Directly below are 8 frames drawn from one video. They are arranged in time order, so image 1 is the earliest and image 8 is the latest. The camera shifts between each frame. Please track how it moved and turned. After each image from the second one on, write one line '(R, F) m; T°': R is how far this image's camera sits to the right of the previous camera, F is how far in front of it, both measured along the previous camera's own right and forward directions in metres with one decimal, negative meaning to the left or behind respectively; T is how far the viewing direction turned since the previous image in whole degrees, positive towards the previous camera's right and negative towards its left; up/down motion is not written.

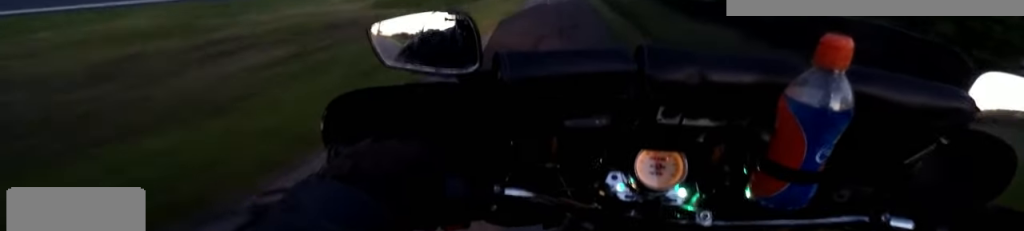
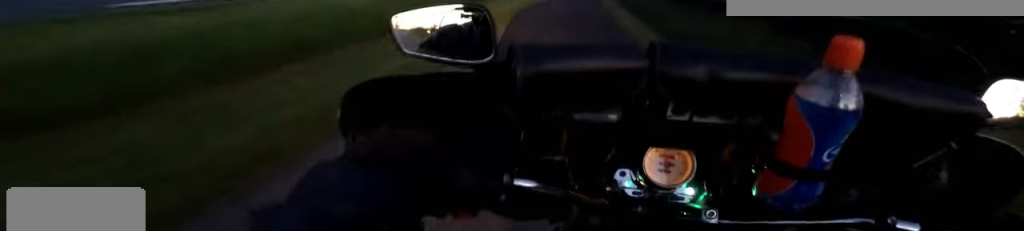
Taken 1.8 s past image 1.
(+1.0, +22.3) m; +1°
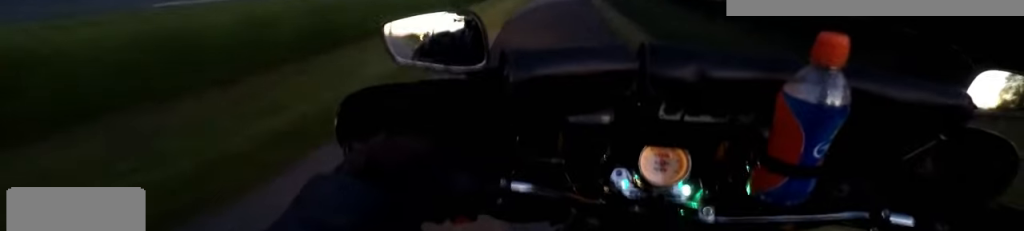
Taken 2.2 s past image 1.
(-0.3, +5.4) m; -2°
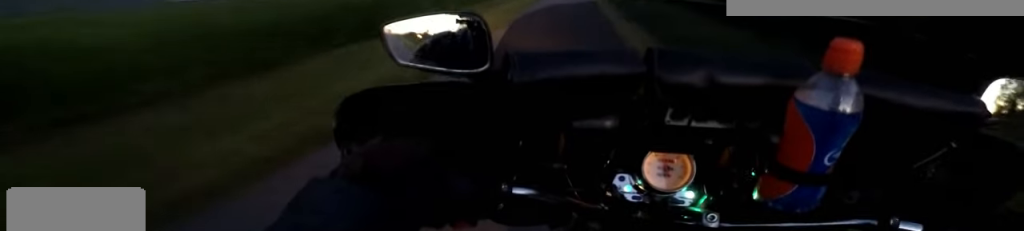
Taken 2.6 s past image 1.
(-0.1, +5.9) m; -1°
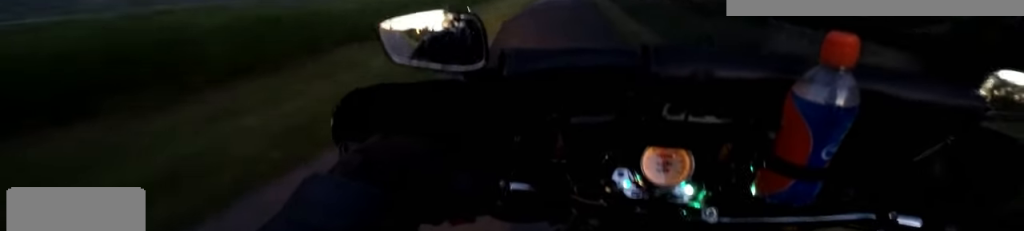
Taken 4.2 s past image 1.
(0.0, +20.6) m; +1°
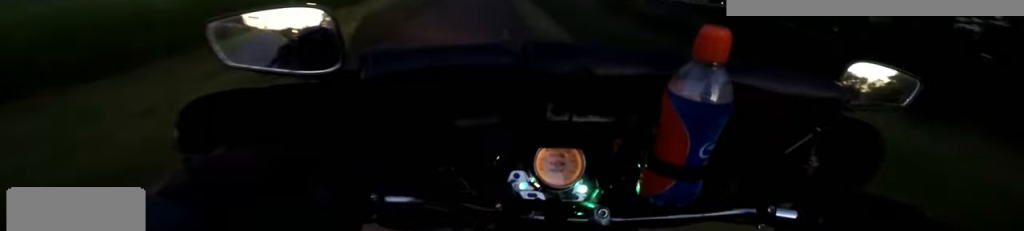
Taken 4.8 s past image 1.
(+0.1, +9.1) m; +1°
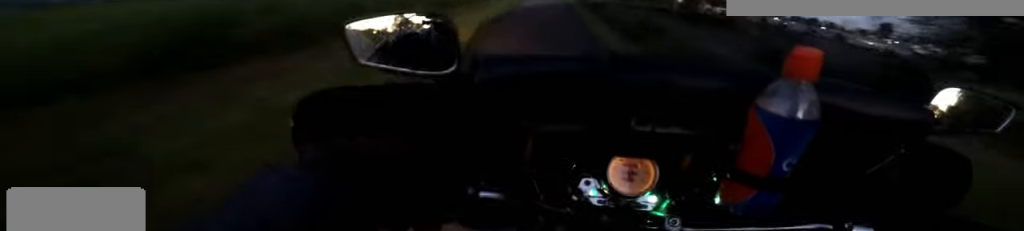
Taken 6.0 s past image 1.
(+0.1, +15.5) m; -1°
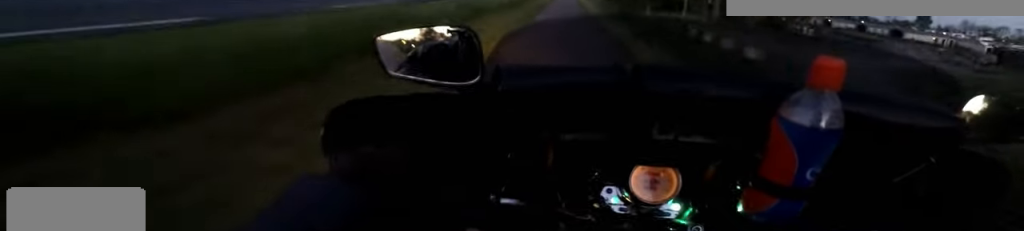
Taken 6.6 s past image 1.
(-0.1, +8.5) m; -1°
